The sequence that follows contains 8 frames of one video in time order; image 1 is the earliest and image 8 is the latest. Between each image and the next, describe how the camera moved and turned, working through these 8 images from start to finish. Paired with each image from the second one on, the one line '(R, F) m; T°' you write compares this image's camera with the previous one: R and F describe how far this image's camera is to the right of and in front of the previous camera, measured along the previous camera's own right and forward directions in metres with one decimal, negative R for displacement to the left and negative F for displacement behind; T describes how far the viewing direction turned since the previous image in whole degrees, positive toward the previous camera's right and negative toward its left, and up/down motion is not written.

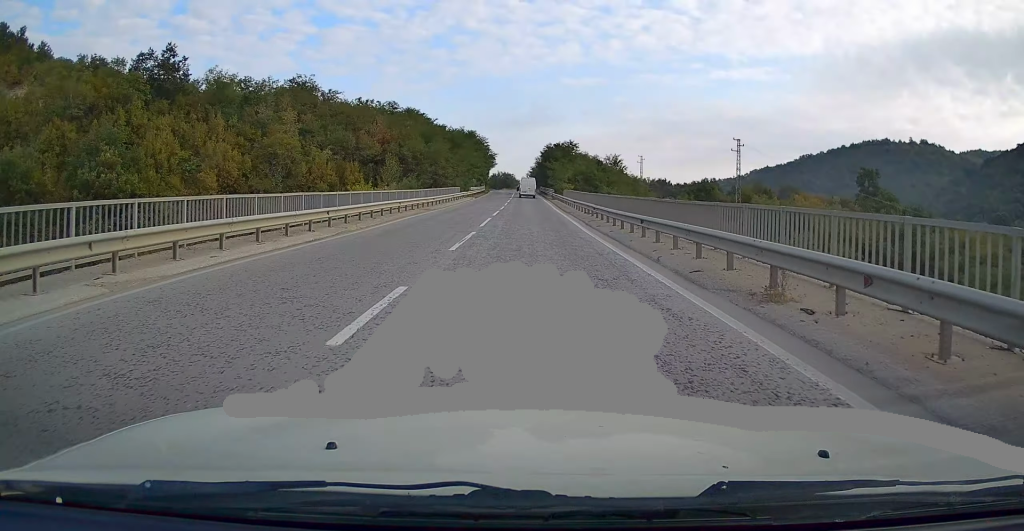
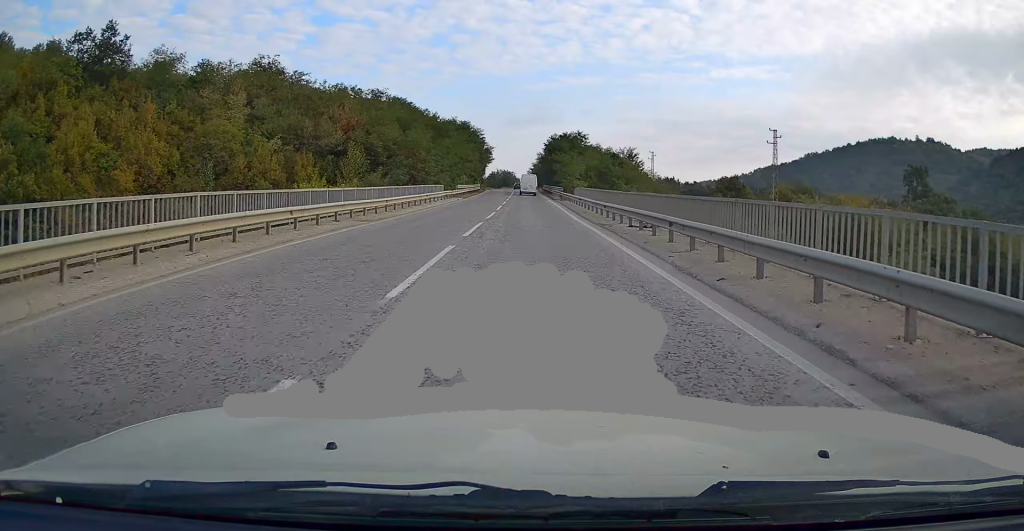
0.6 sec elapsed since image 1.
(+0.1, +15.2) m; 0°
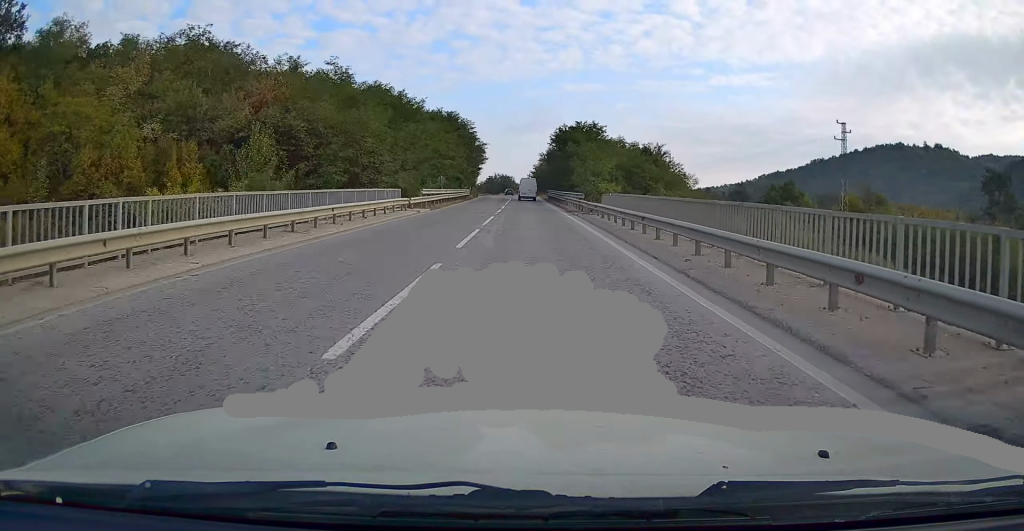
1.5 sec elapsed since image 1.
(-0.1, +20.2) m; 0°
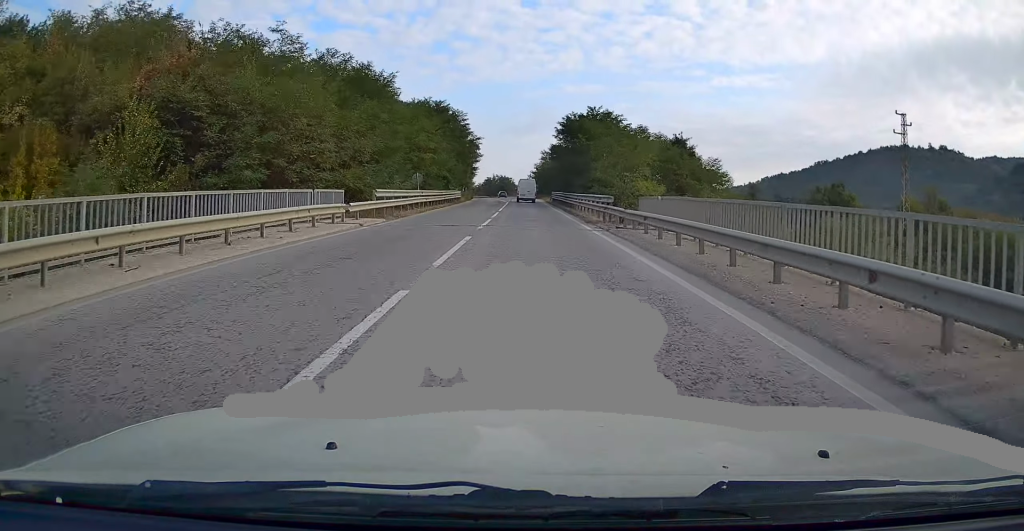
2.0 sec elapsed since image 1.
(0.0, +12.2) m; 0°
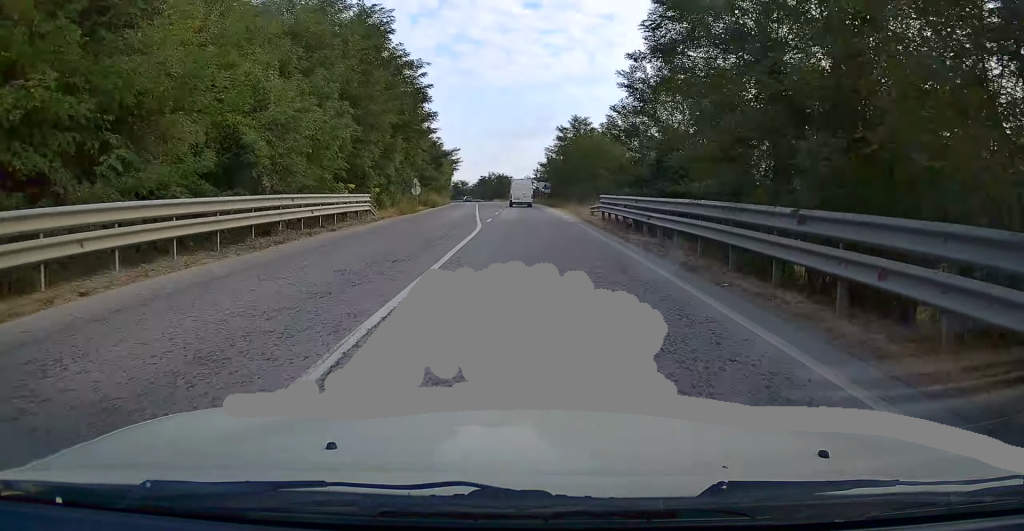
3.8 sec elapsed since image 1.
(-0.1, +45.0) m; -1°
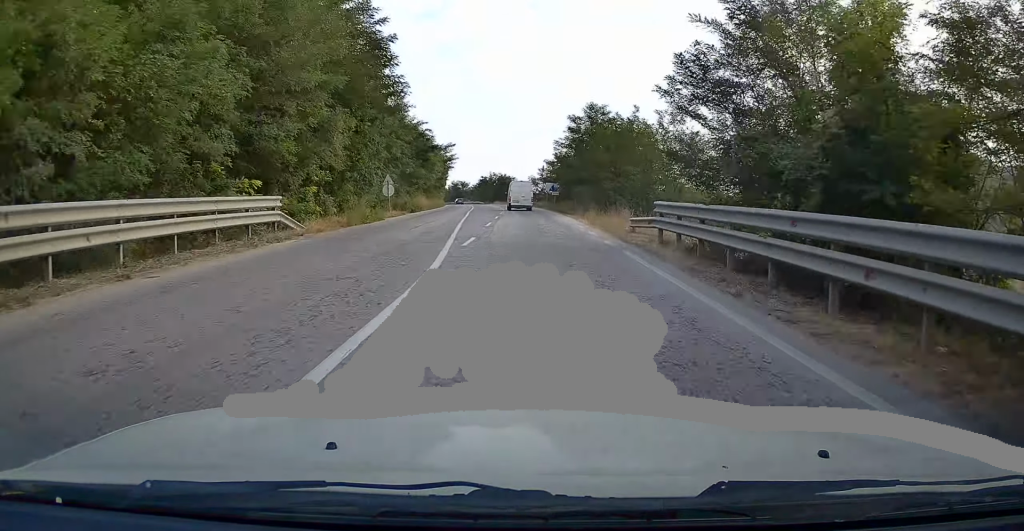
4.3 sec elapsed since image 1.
(0.0, +11.6) m; 0°
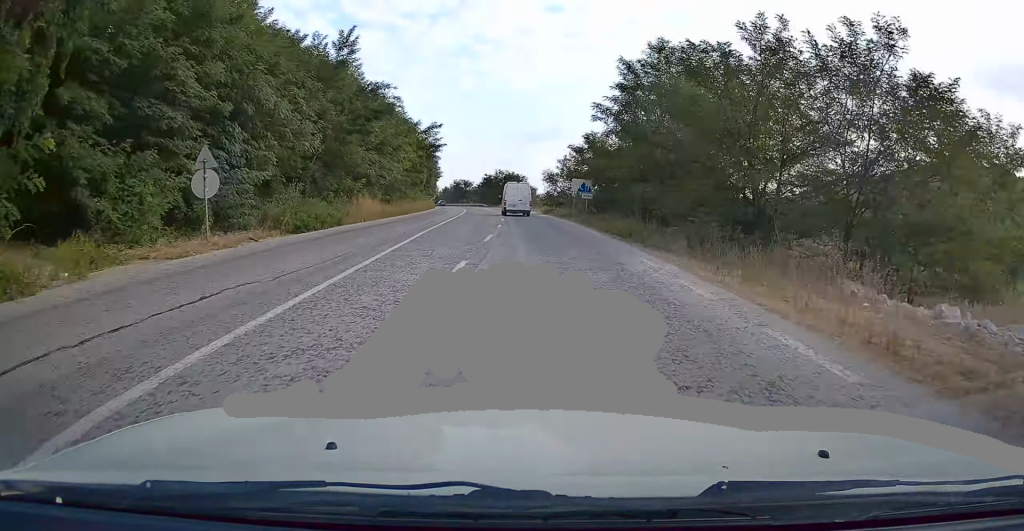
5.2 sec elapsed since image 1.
(-0.1, +24.0) m; -1°
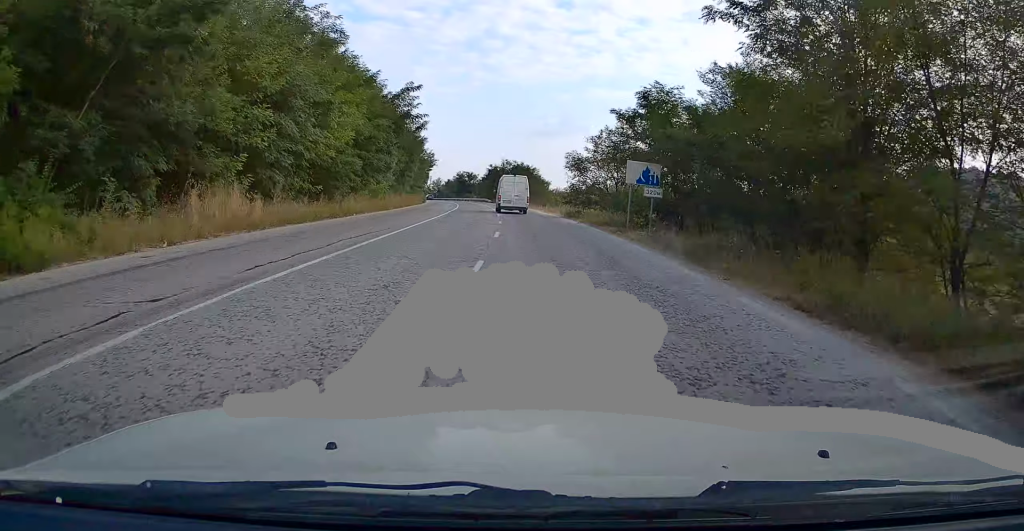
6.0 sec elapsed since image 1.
(-0.1, +18.3) m; -1°
